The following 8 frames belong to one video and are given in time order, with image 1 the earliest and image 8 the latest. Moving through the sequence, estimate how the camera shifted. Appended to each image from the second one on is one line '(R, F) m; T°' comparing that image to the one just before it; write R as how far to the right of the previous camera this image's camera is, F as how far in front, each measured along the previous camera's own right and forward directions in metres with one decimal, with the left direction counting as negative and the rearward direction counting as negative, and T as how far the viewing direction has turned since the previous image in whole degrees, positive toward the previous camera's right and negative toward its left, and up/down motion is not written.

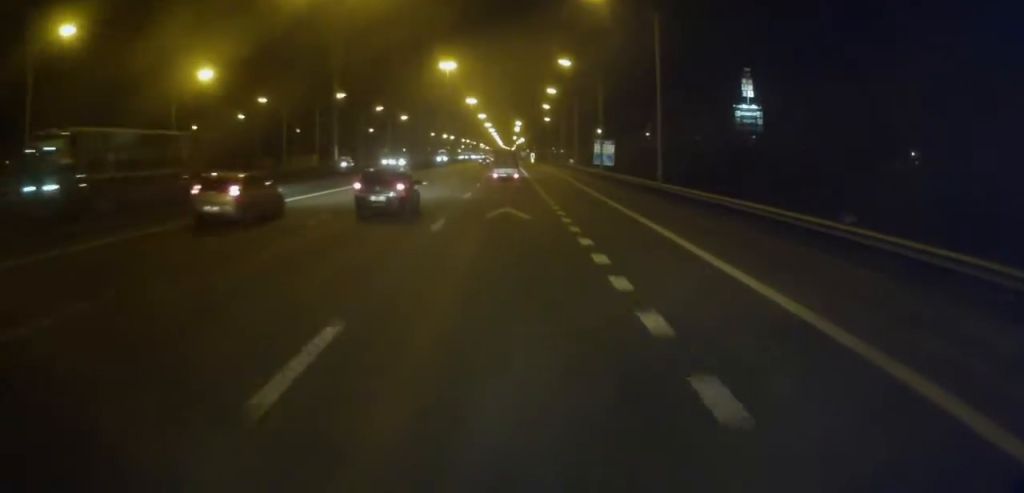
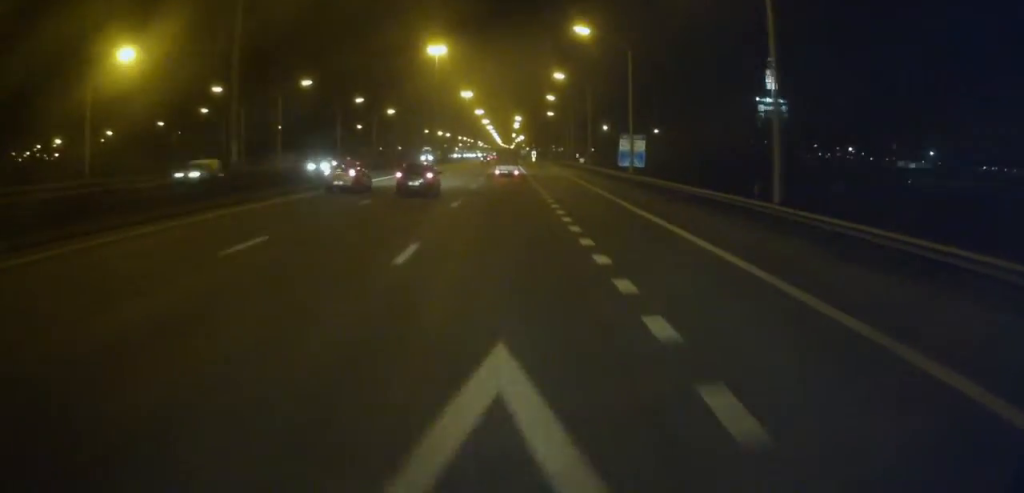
(0.0, +18.7) m; 0°
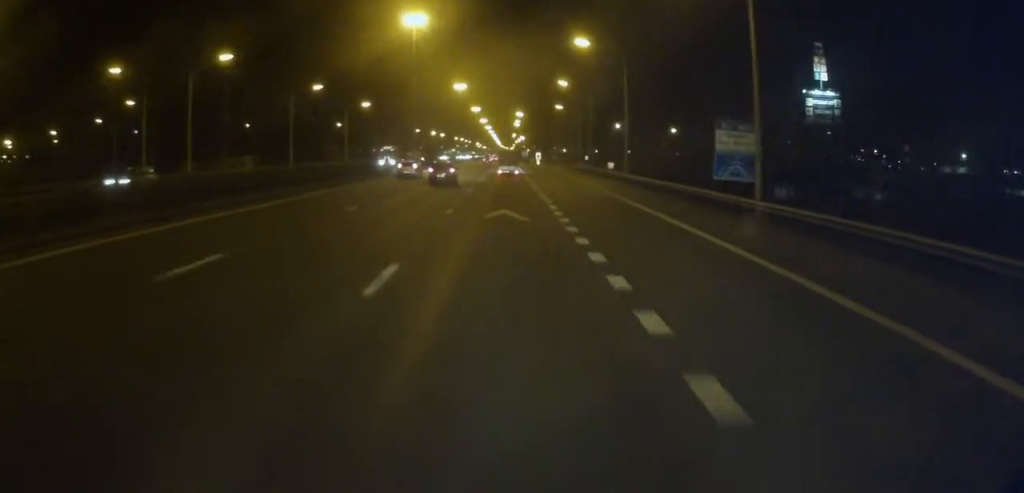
(0.0, +29.0) m; 0°
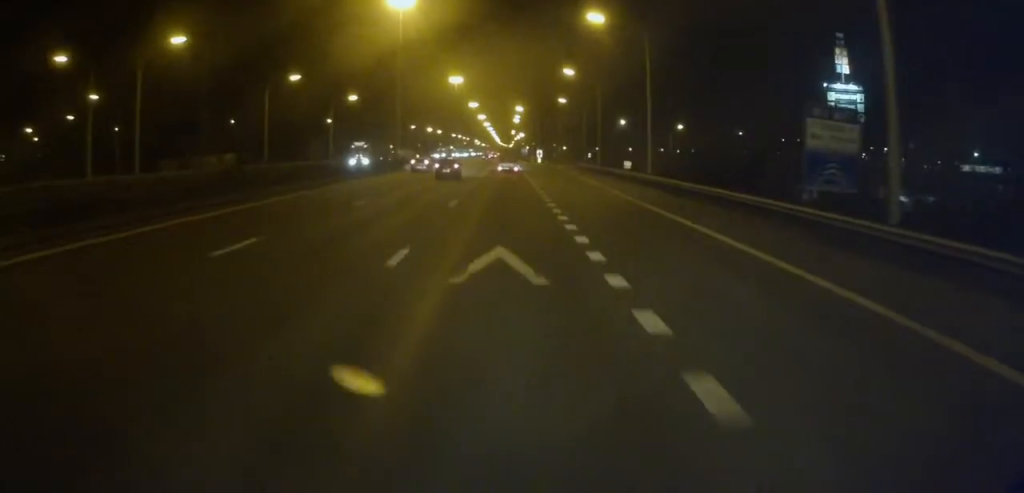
(0.0, +11.0) m; 0°
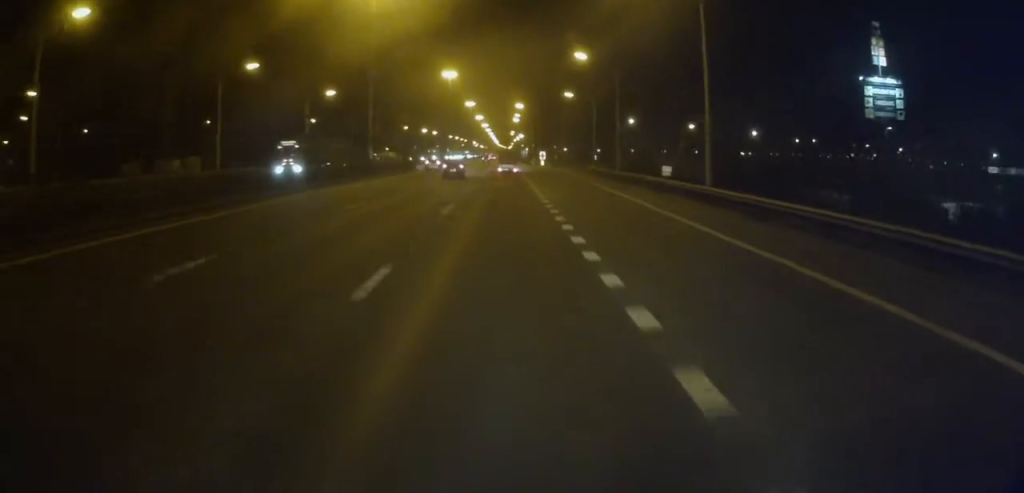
(+0.1, +16.5) m; 0°
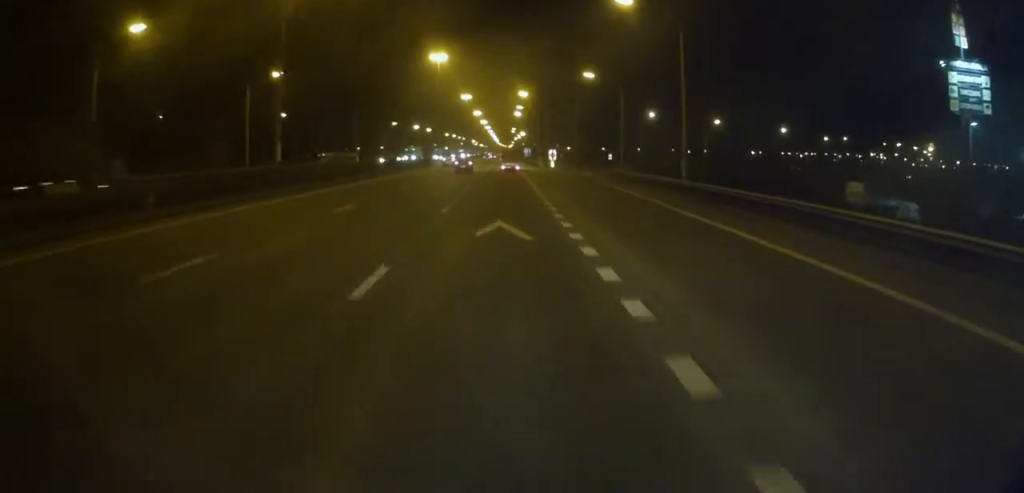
(0.0, +24.3) m; 0°
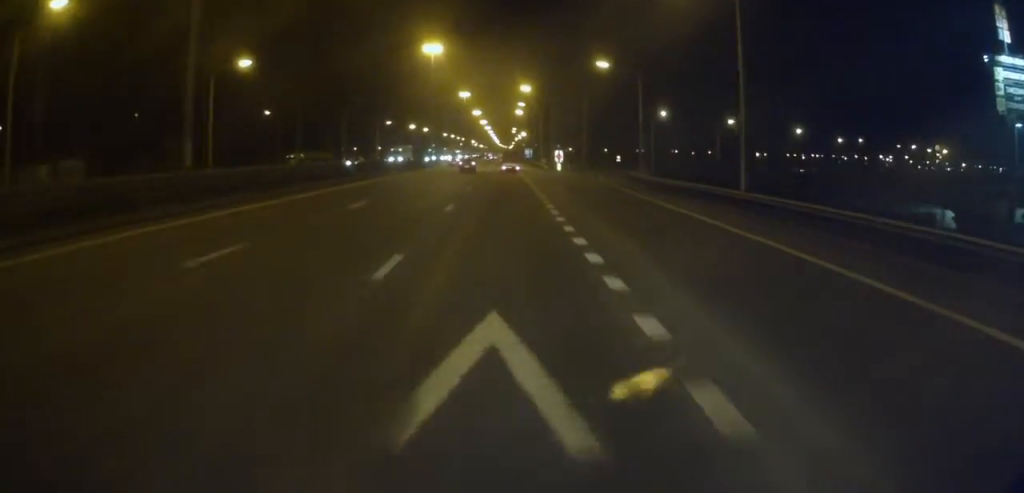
(0.0, +10.1) m; 0°
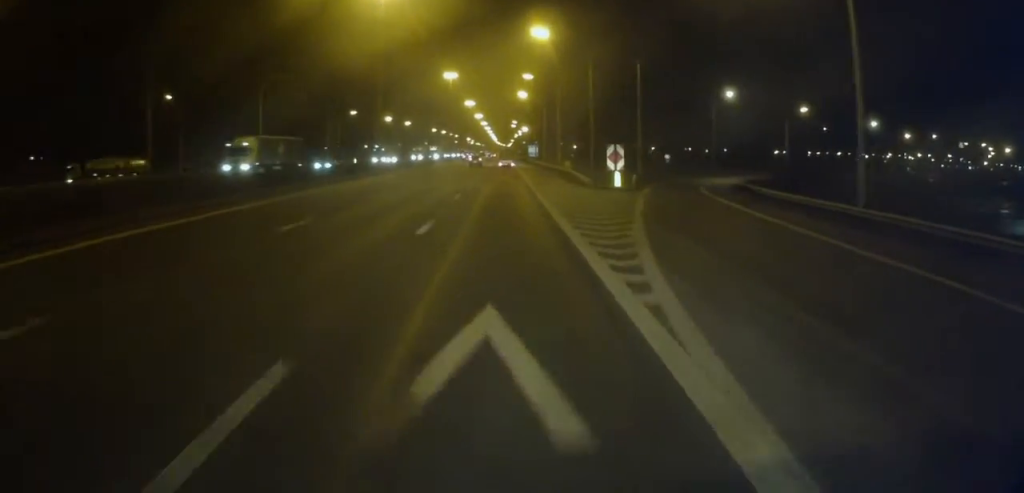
(+0.7, +42.1) m; +1°
